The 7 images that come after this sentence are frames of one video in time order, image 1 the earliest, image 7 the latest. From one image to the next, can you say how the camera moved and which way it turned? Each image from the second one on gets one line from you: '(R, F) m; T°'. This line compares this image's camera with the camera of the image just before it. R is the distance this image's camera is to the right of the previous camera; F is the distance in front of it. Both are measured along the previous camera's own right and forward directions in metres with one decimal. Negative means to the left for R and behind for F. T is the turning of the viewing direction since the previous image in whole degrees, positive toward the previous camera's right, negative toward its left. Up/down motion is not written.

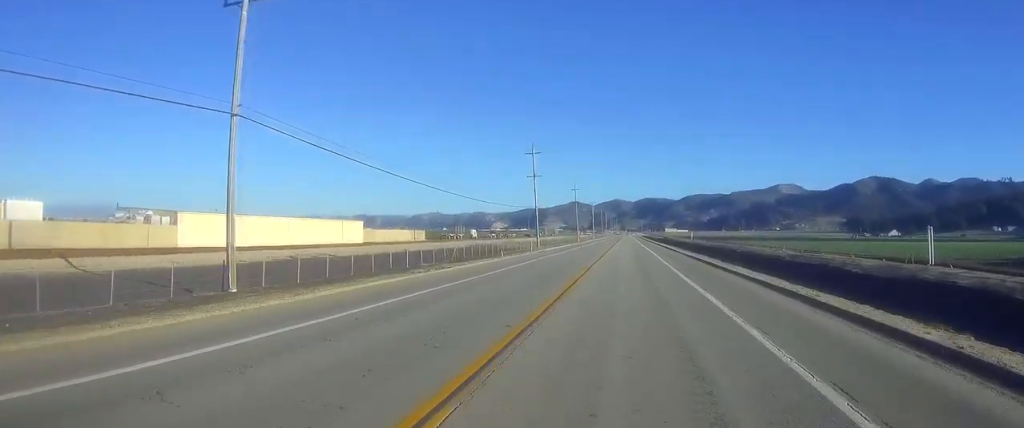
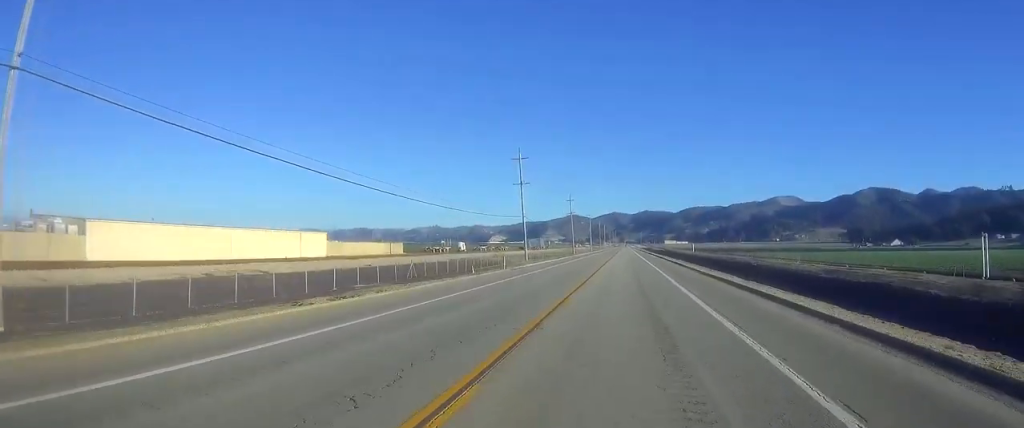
(0.0, +13.3) m; 0°
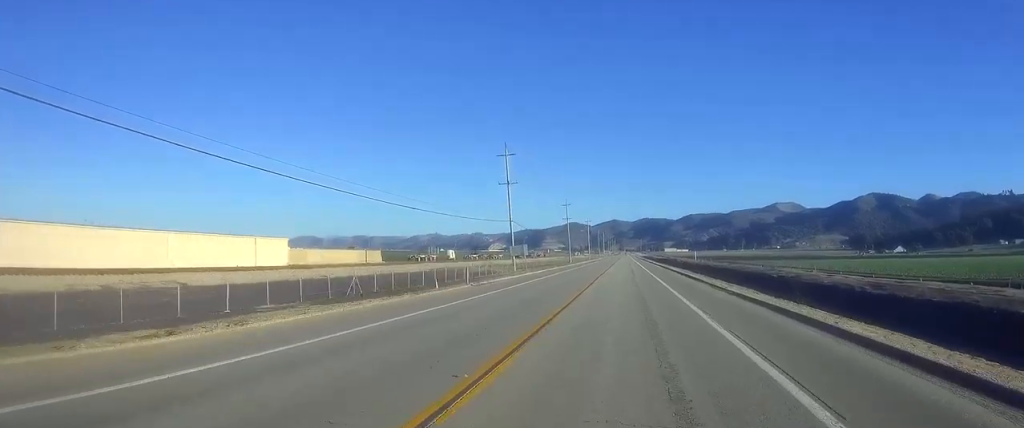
(0.0, +12.1) m; 0°
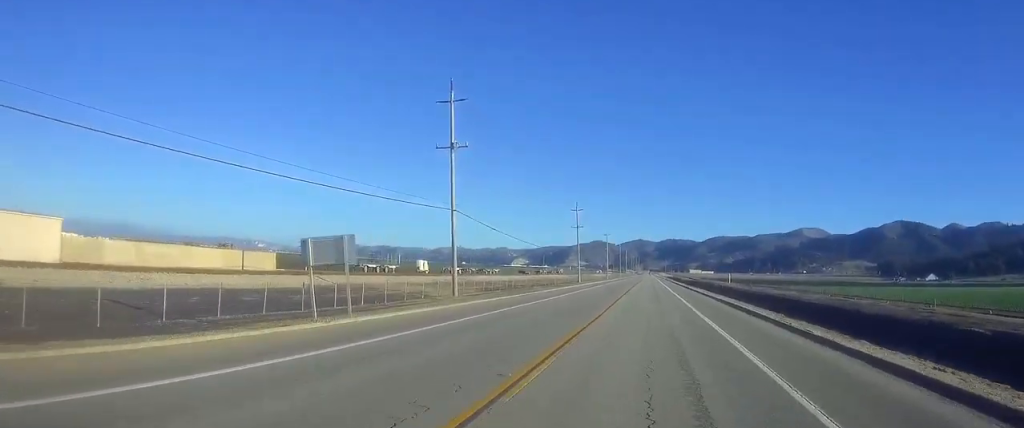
(-0.1, +44.1) m; +1°
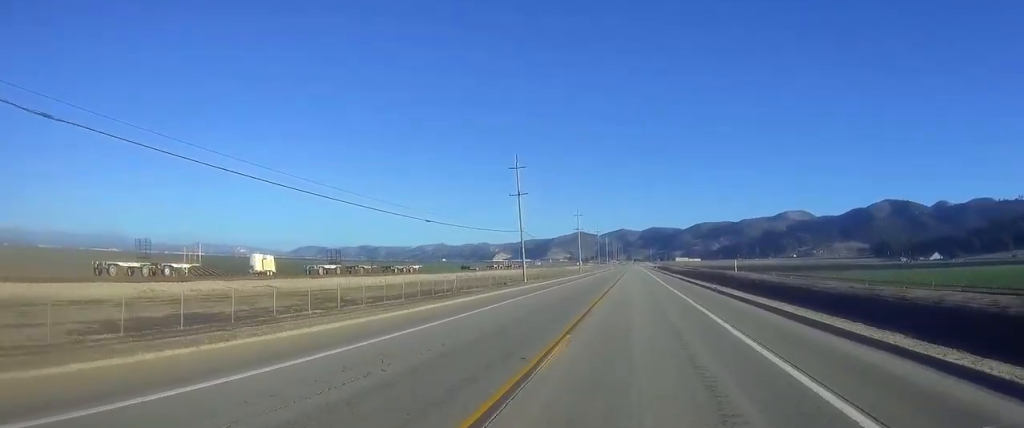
(+0.1, +57.0) m; 0°
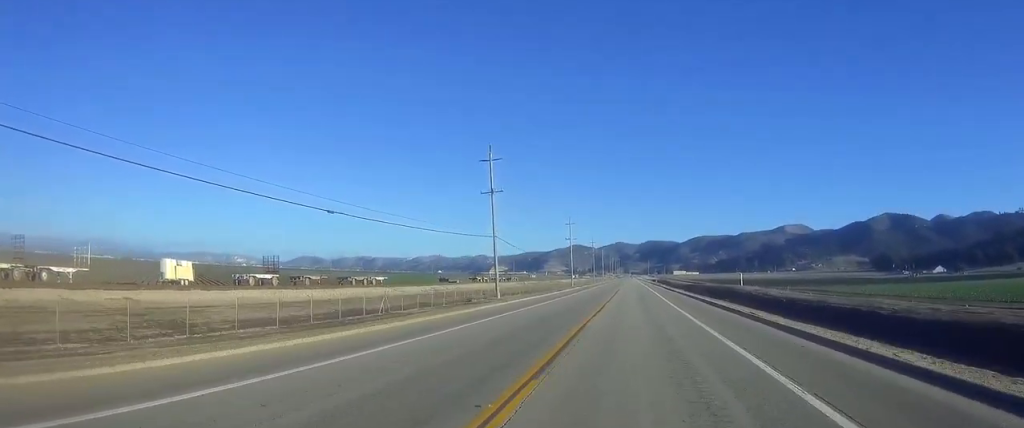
(+0.1, +17.7) m; 0°
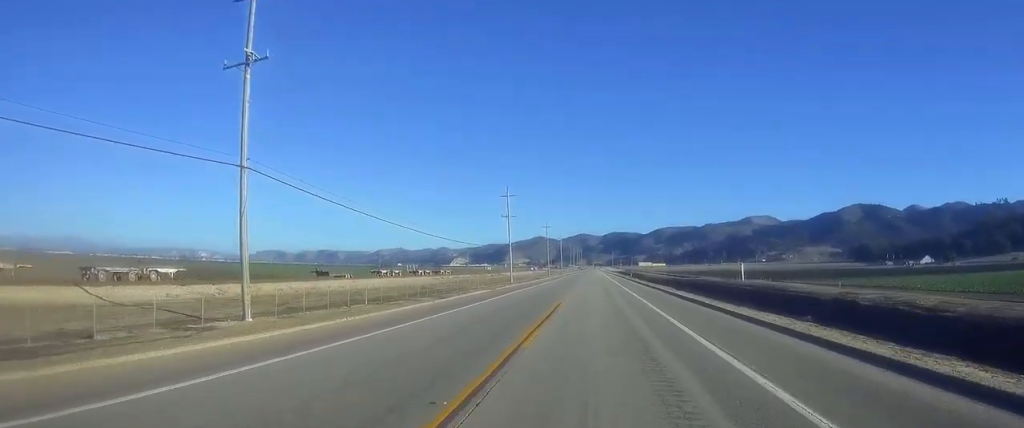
(-0.3, +51.0) m; 0°
